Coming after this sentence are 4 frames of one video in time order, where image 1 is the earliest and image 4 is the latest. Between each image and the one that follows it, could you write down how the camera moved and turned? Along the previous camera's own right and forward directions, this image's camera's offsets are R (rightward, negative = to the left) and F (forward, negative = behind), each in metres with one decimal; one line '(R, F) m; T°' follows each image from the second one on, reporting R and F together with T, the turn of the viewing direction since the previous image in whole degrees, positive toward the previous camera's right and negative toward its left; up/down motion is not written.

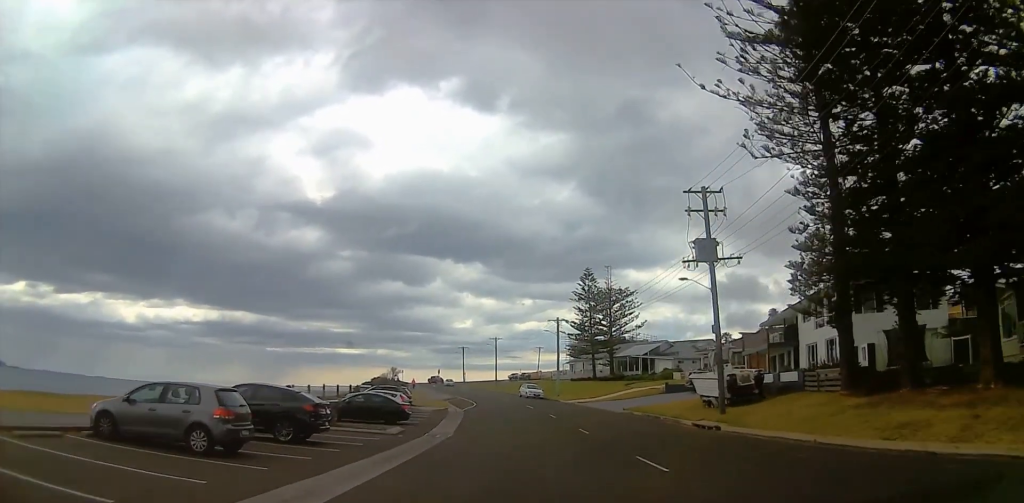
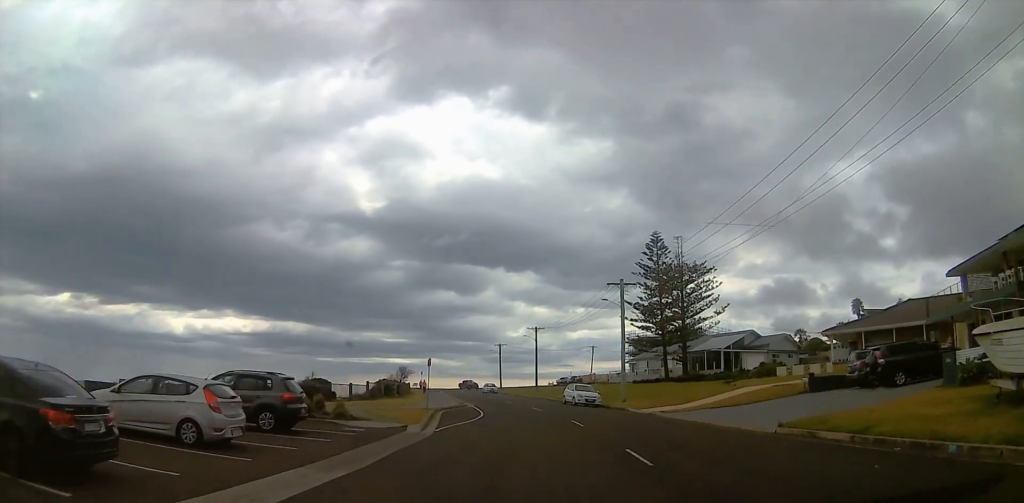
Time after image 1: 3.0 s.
(-0.3, +22.4) m; +7°
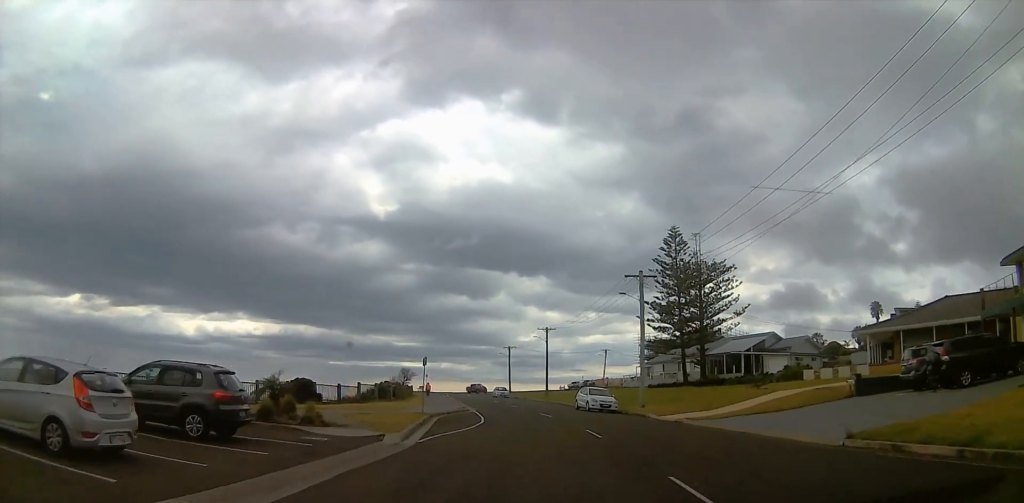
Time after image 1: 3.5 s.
(+0.4, +4.4) m; -2°
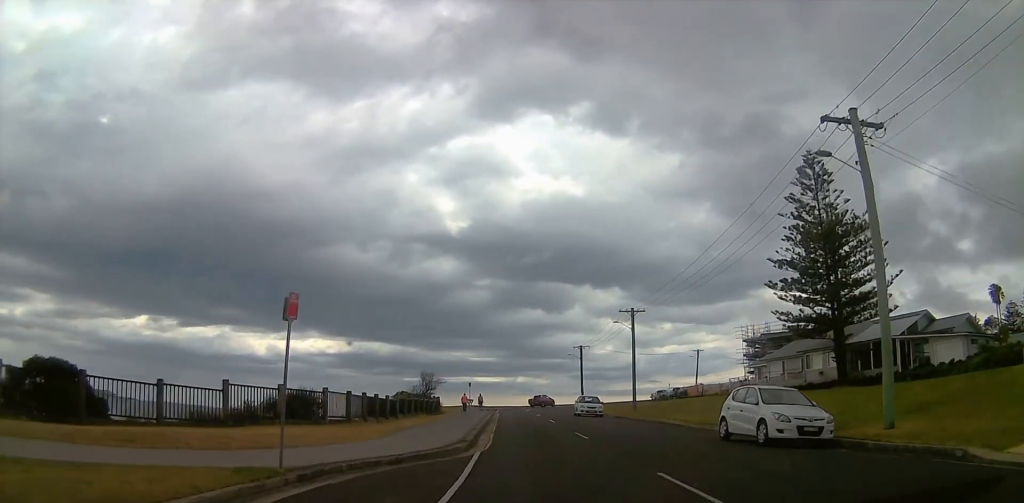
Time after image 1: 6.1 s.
(-3.1, +23.7) m; -10°
